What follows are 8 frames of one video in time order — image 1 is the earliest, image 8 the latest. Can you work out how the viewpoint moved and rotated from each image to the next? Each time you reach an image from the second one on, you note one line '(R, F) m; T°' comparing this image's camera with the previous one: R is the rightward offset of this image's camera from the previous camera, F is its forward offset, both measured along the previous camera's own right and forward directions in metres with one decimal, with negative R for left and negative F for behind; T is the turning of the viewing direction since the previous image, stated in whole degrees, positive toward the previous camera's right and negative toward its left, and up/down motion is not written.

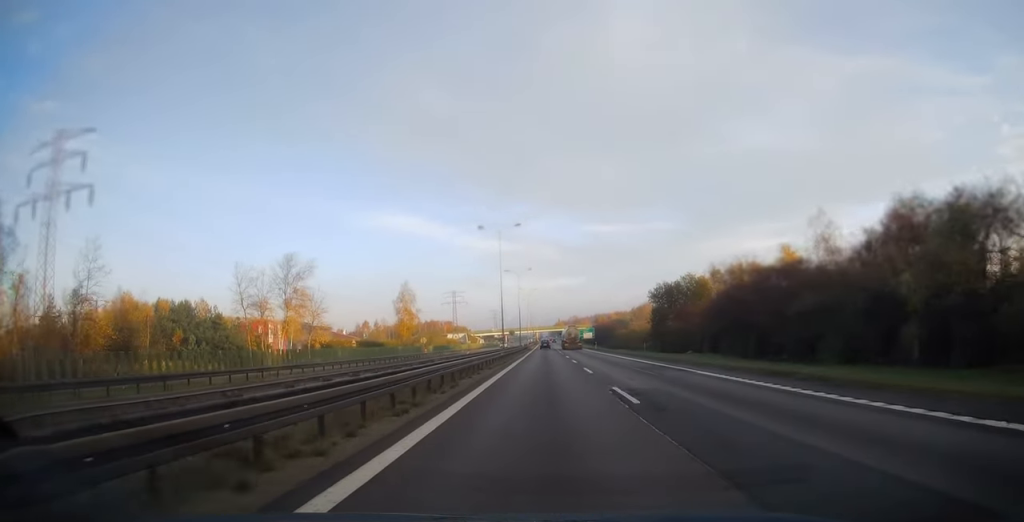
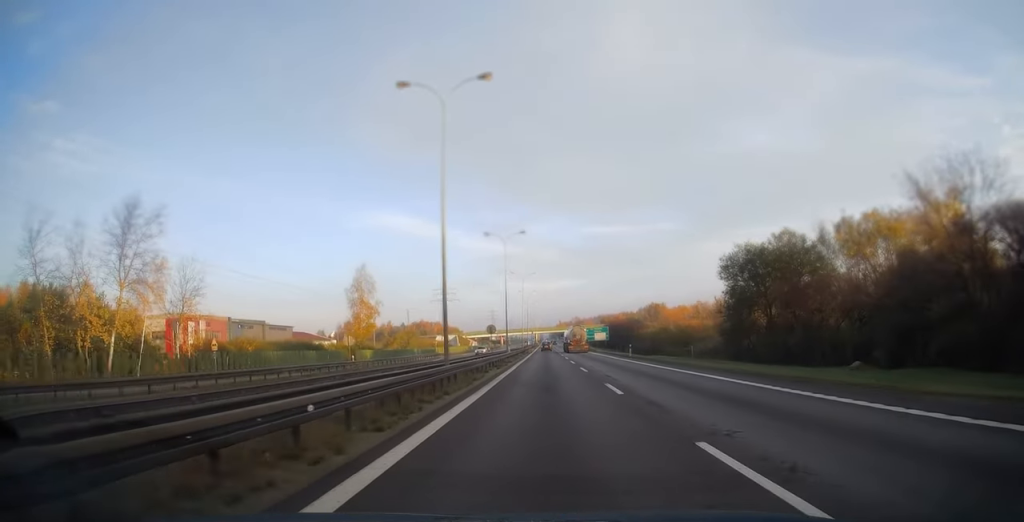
(-0.1, +33.1) m; 0°
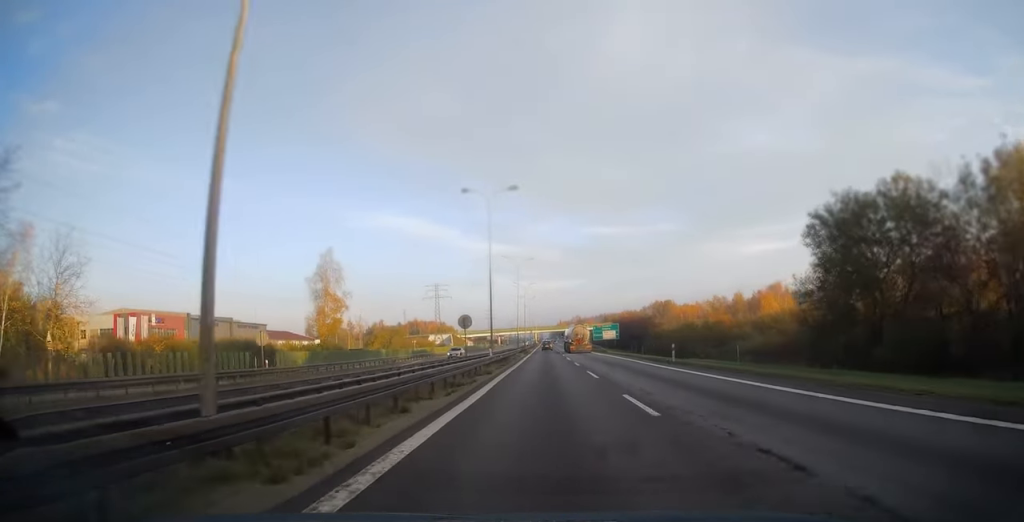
(0.0, +17.0) m; 0°
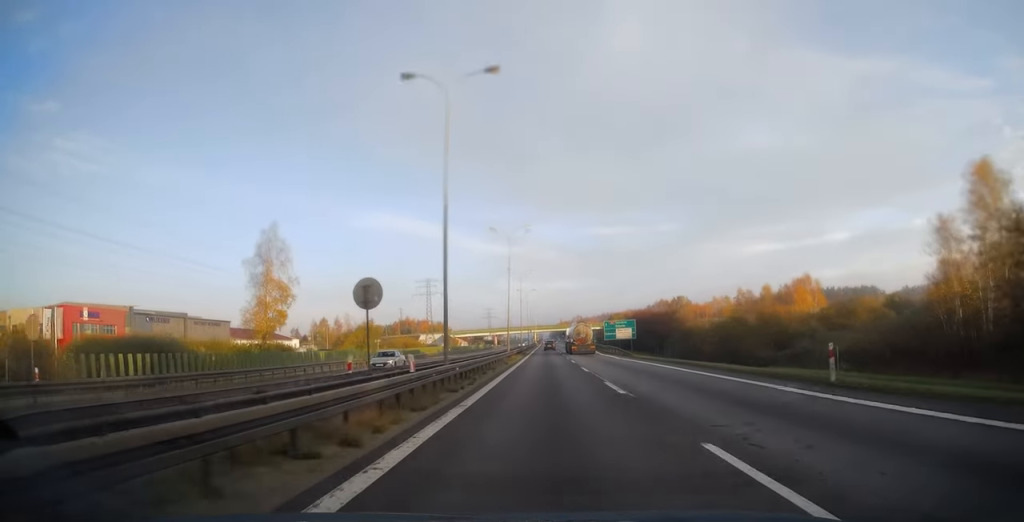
(0.0, +19.2) m; 0°
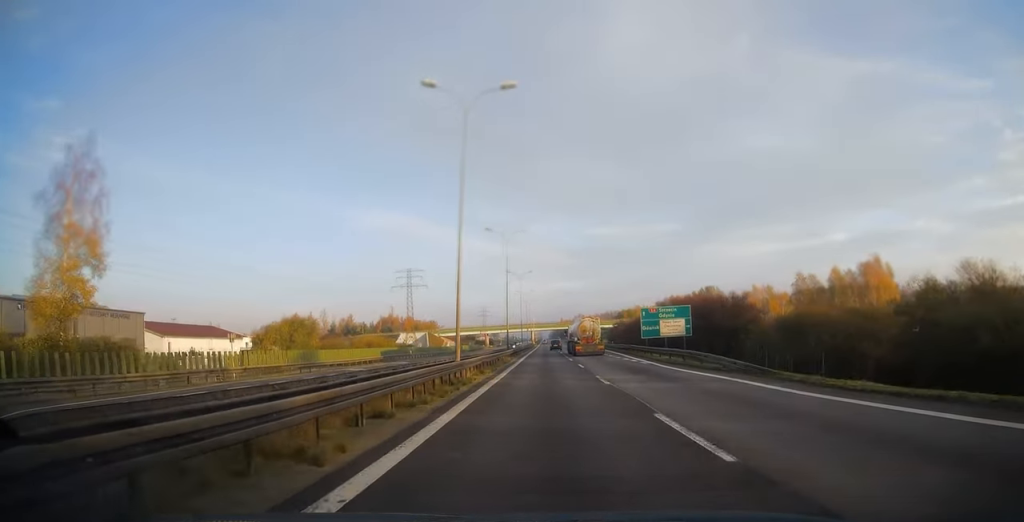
(0.0, +33.0) m; 0°
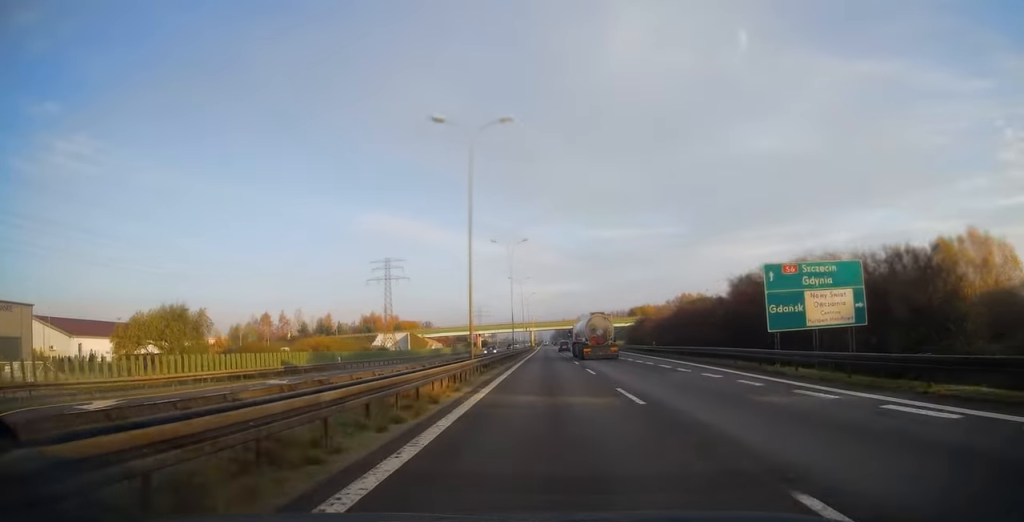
(0.0, +29.8) m; 0°
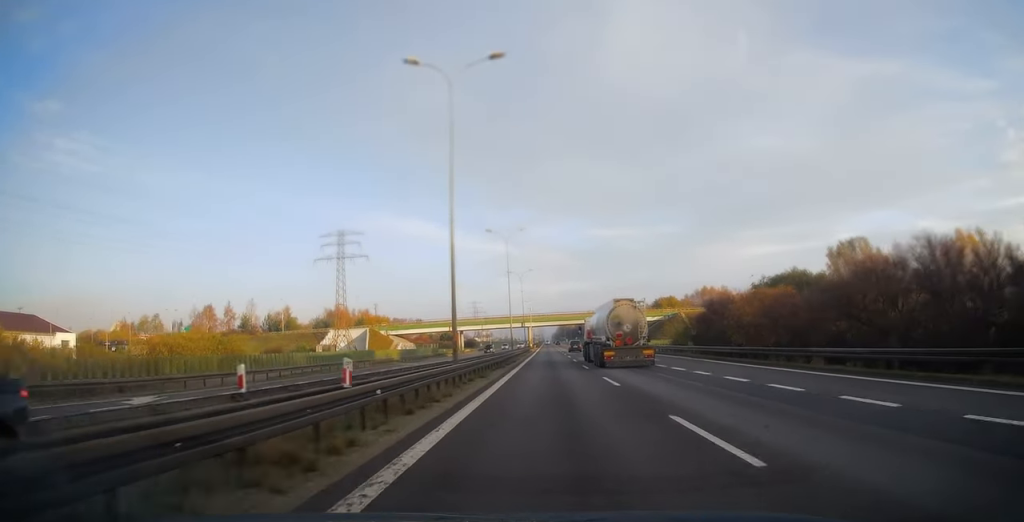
(-0.1, +42.7) m; 0°
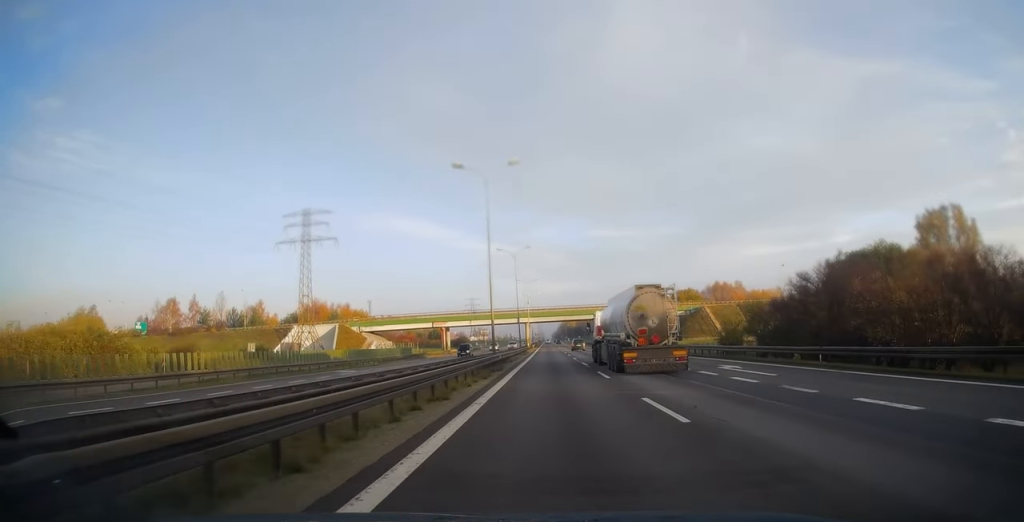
(0.0, +20.8) m; 0°
